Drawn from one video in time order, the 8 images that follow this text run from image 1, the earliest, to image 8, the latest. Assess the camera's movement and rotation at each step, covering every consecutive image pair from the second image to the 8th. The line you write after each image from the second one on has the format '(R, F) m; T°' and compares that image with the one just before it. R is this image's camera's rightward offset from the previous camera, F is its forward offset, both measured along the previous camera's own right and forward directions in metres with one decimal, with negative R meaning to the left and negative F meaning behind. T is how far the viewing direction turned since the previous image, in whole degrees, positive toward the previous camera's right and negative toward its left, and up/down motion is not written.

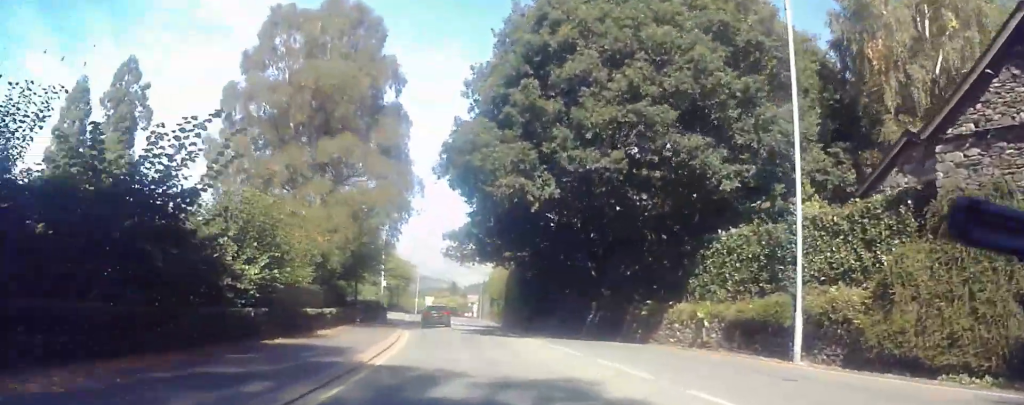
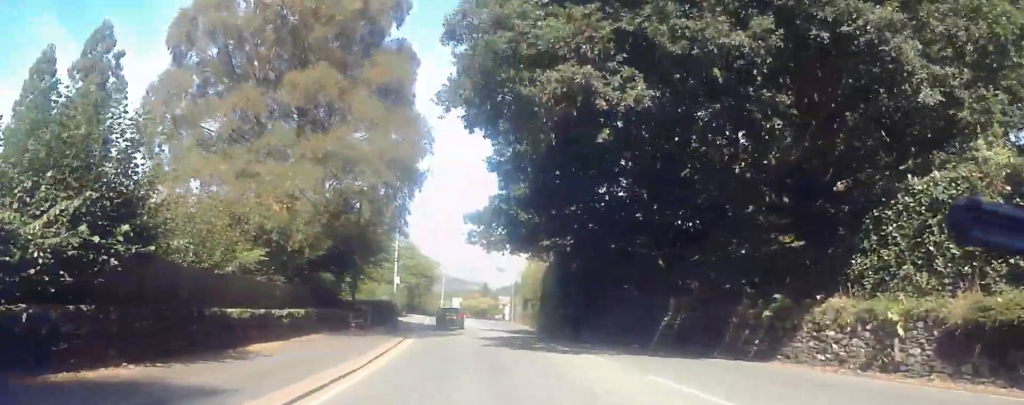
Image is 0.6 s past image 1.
(-0.1, +9.0) m; -2°
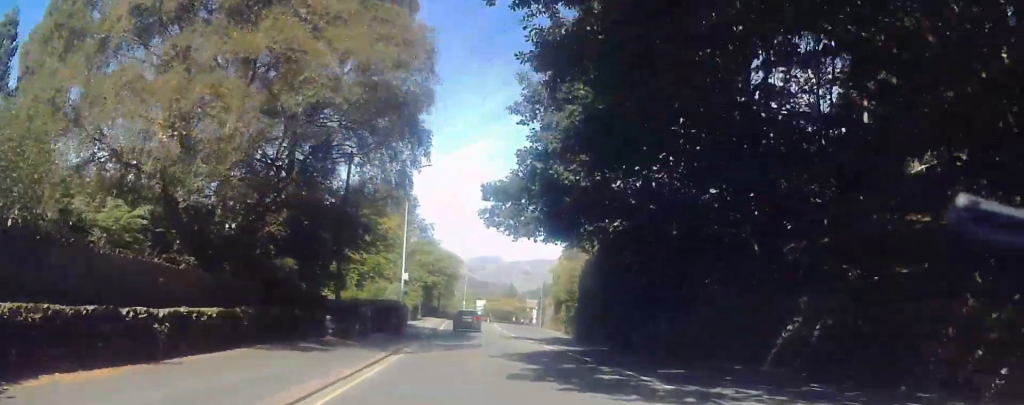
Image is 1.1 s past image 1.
(-0.2, +8.1) m; -2°
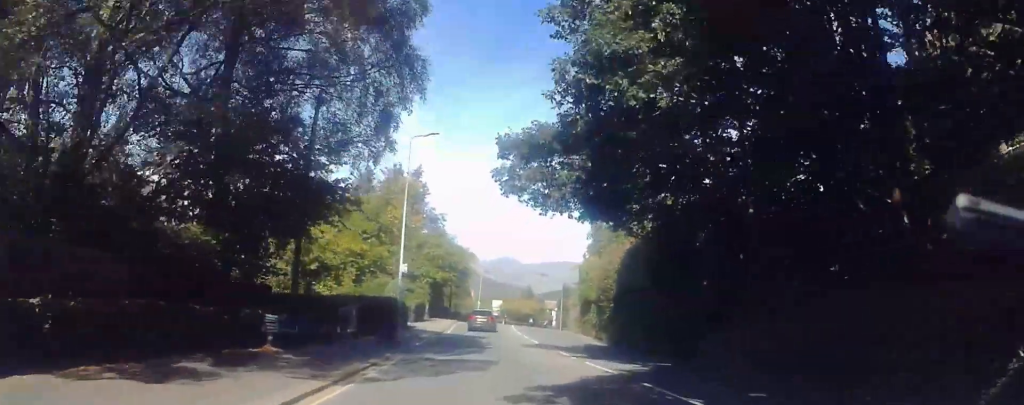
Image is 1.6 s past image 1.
(-0.1, +7.7) m; -1°
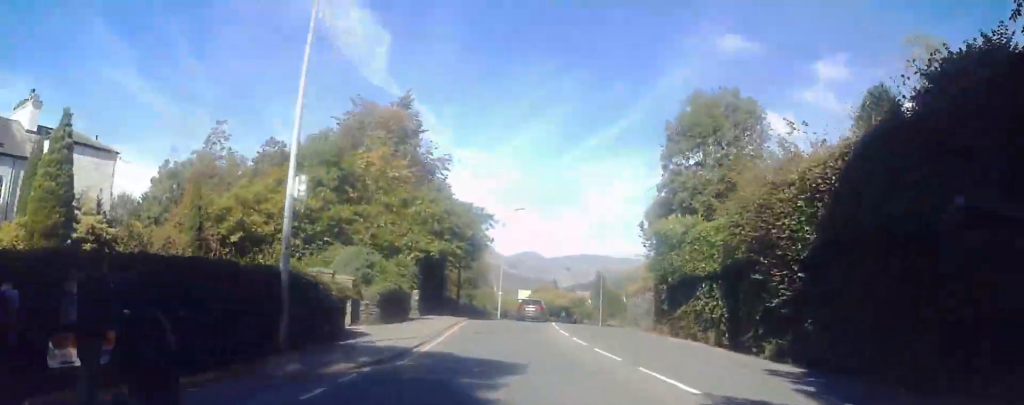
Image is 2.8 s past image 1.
(-0.2, +21.5) m; -1°
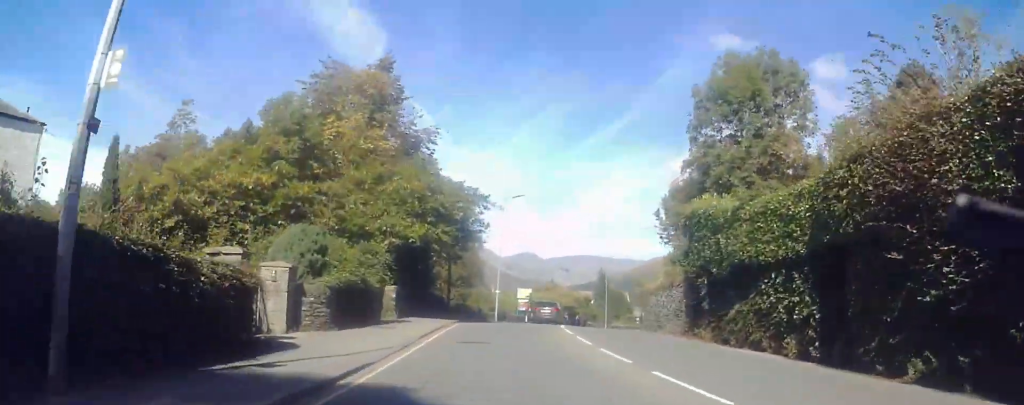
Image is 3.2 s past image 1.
(0.0, +7.9) m; 0°
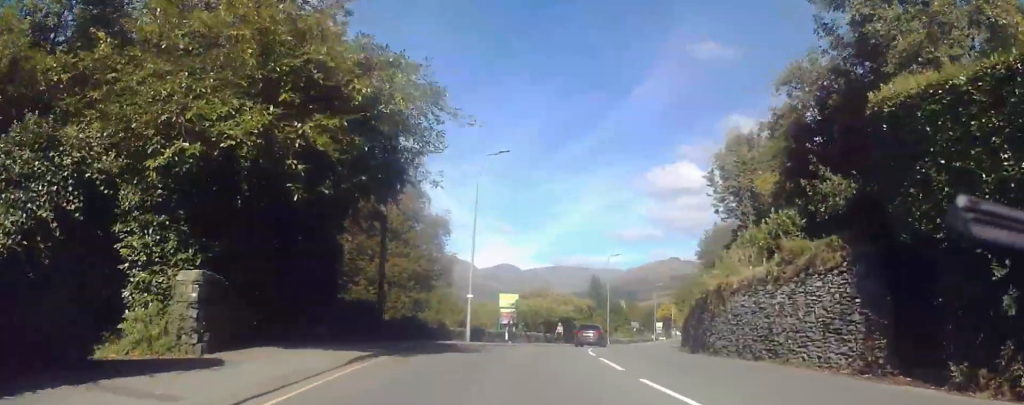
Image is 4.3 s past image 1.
(0.0, +20.7) m; 0°
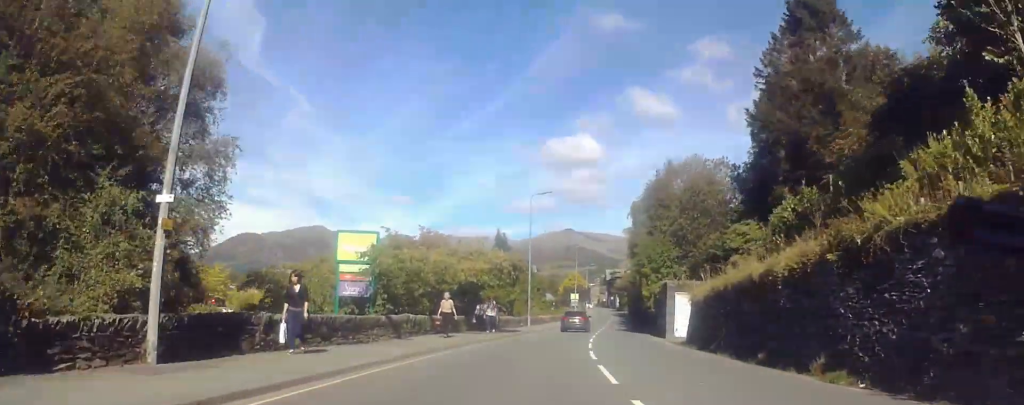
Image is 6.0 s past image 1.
(-0.2, +28.2) m; 0°
